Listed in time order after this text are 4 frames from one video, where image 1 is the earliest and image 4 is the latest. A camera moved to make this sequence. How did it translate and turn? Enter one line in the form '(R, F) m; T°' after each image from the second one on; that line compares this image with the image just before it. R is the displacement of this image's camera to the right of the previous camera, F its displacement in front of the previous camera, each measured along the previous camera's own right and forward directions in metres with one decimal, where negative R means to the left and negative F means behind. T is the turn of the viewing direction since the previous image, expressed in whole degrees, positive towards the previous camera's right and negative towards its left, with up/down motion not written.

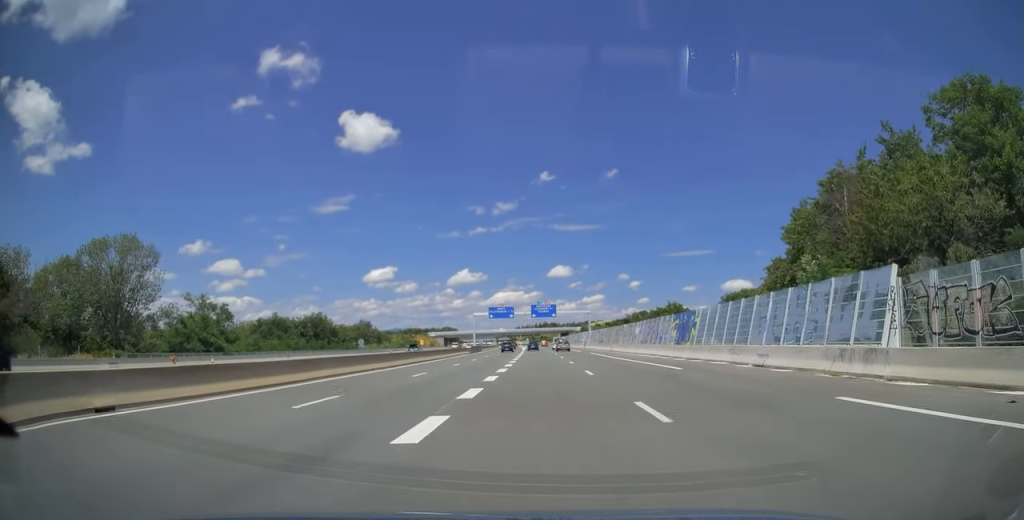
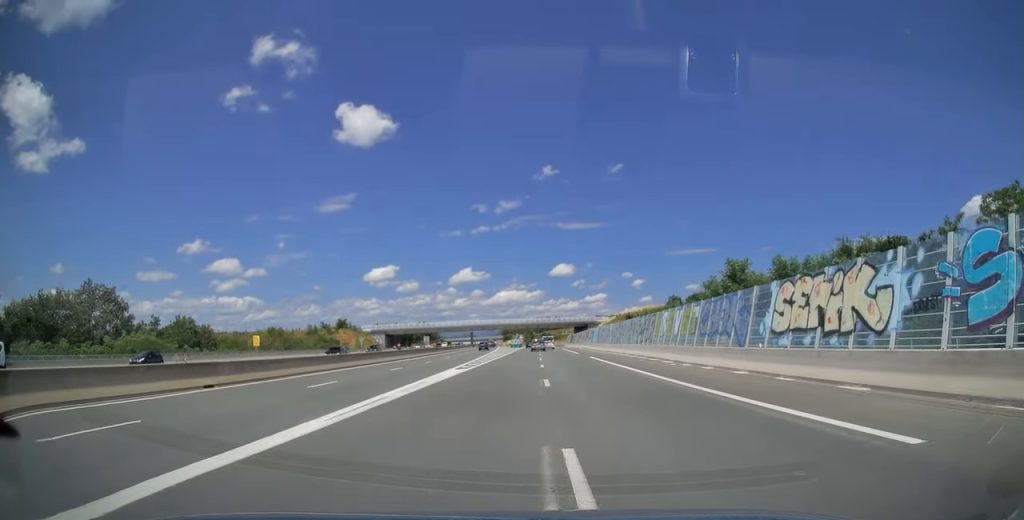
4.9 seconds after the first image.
(-0.2, +122.9) m; 0°
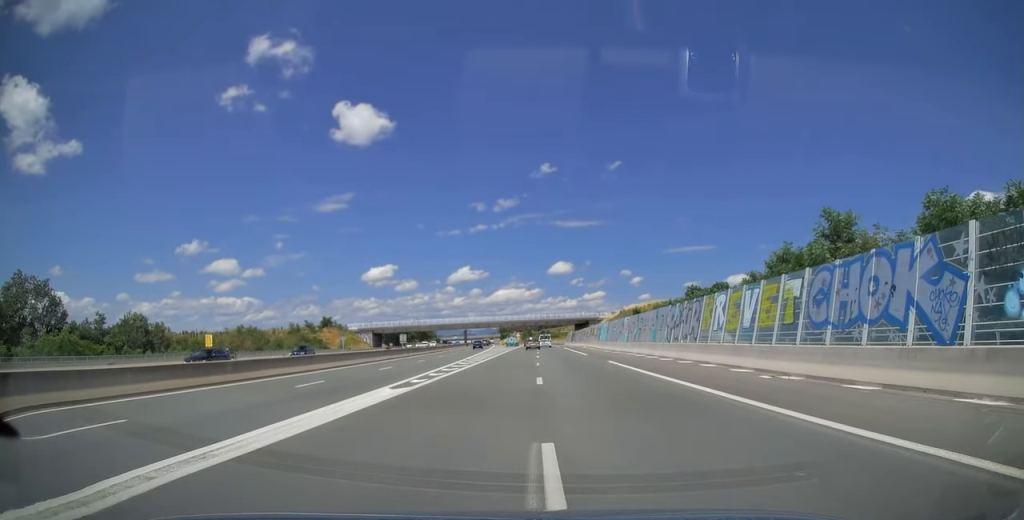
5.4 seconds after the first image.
(0.0, +13.0) m; 0°
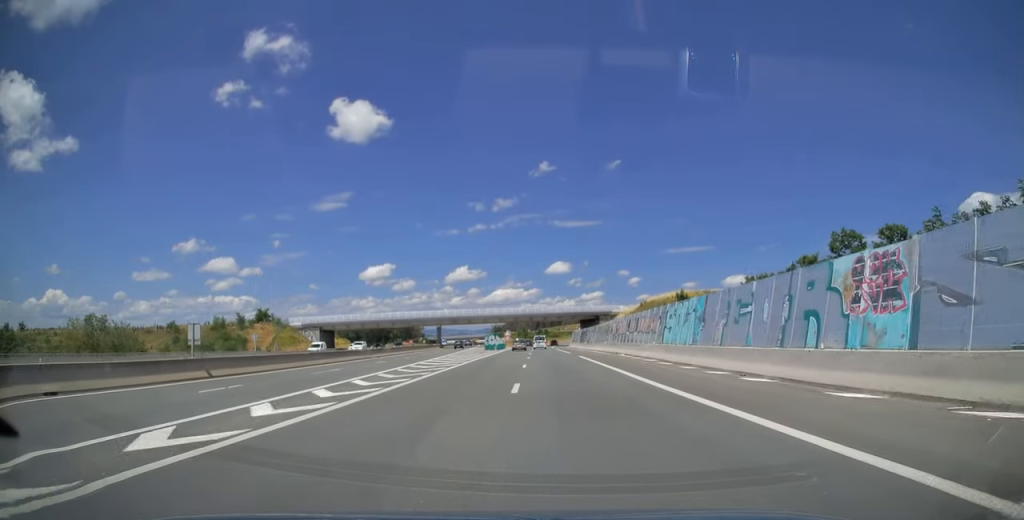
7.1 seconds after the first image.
(-0.2, +42.4) m; 0°
